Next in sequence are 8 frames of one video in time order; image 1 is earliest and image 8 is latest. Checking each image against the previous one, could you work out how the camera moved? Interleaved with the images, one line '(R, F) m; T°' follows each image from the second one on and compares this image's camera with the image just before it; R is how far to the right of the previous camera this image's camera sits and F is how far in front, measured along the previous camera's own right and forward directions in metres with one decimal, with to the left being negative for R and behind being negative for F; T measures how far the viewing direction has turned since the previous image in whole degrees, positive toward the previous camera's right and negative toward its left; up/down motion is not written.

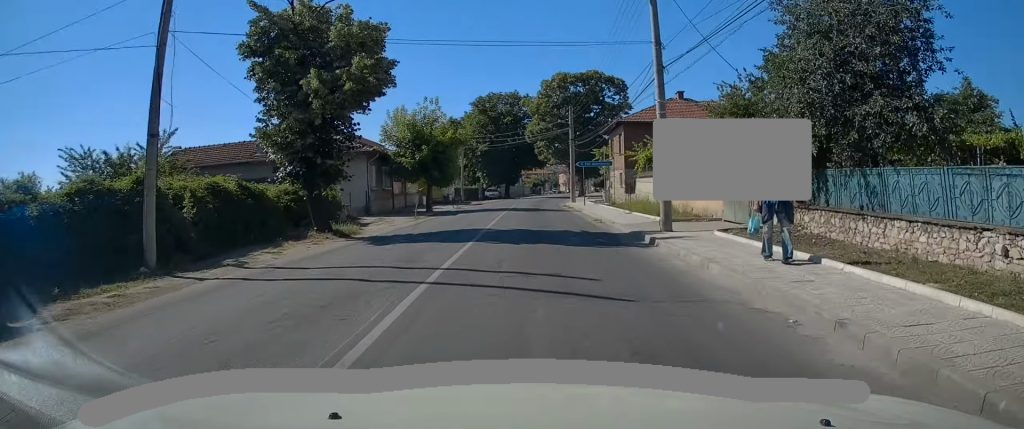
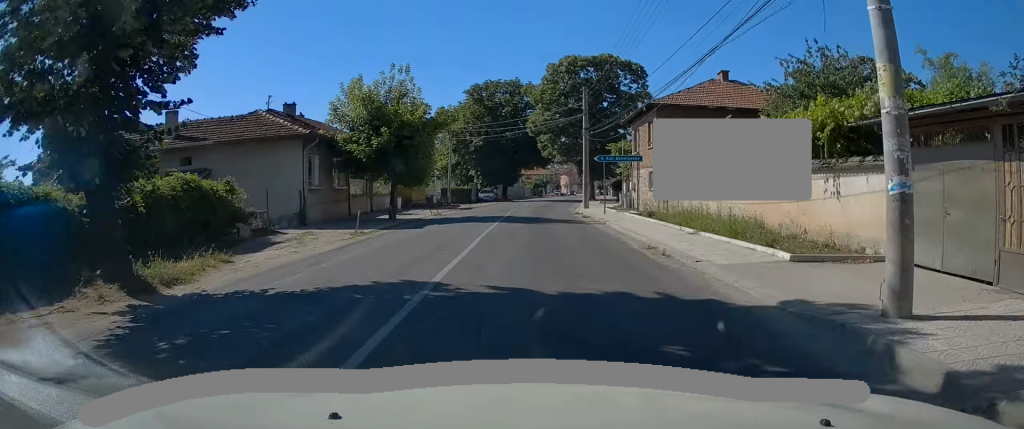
(0.0, +10.1) m; 0°
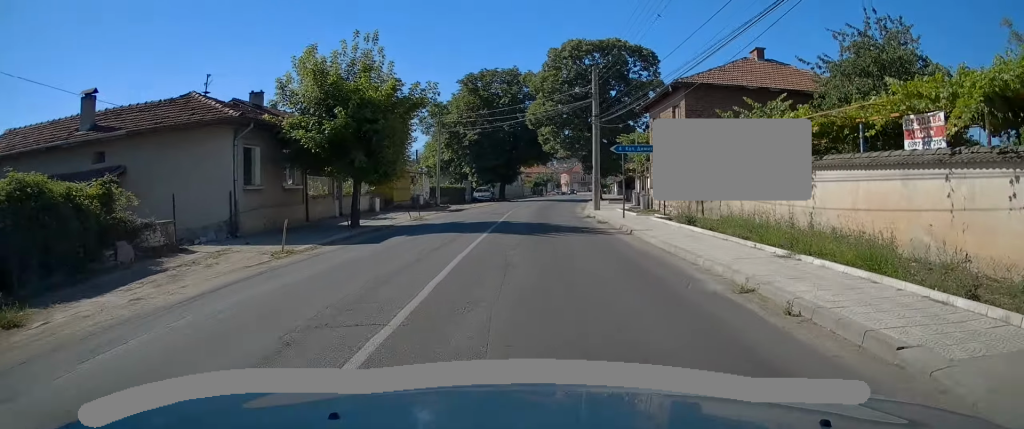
(0.0, +5.9) m; 0°
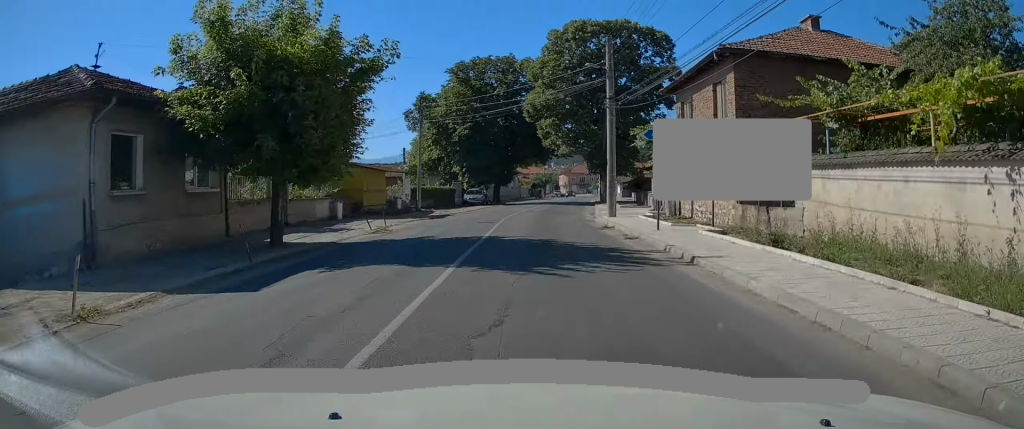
(0.0, +6.7) m; 0°
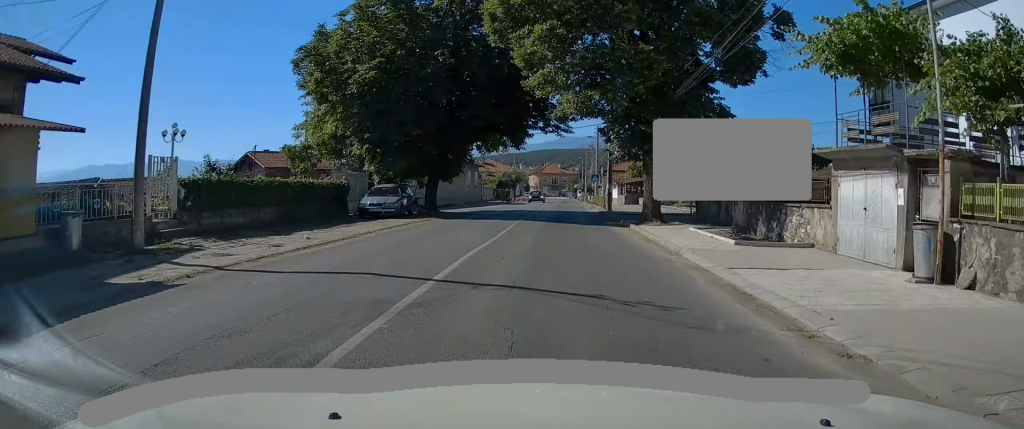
(+0.6, +25.1) m; +4°
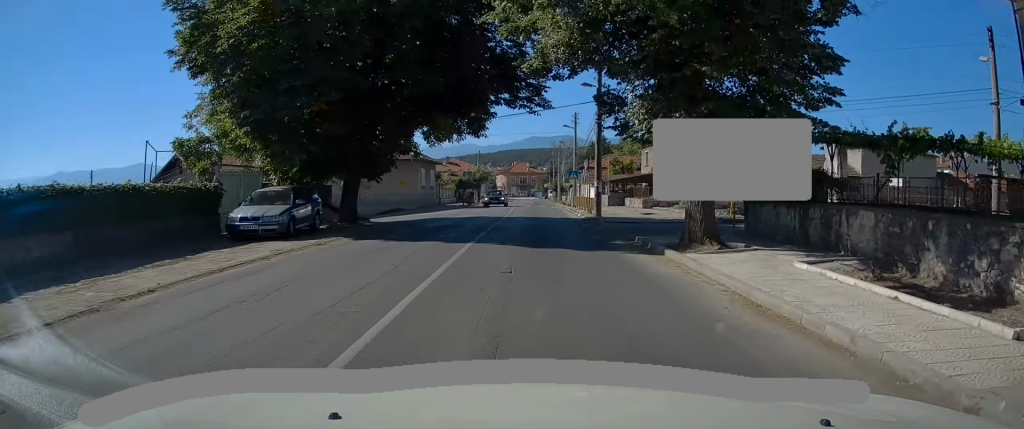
(+0.2, +9.3) m; +2°
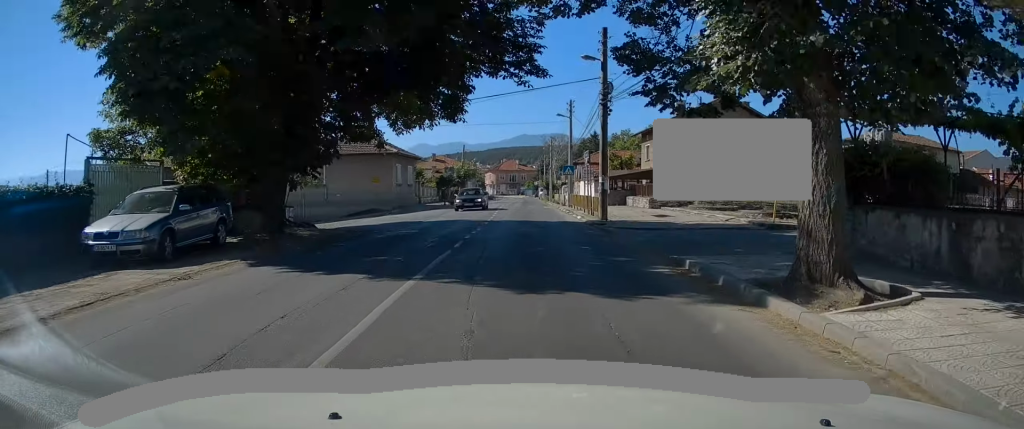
(0.0, +5.7) m; +1°
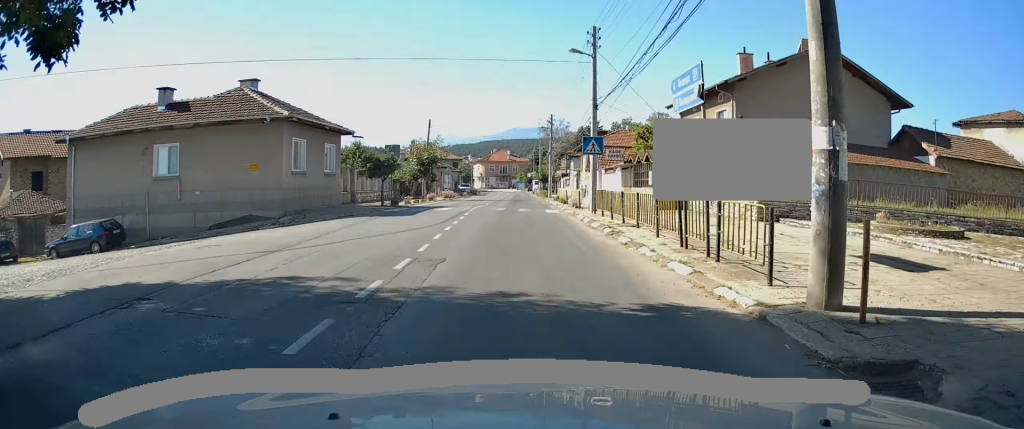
(+0.3, +18.3) m; +1°
